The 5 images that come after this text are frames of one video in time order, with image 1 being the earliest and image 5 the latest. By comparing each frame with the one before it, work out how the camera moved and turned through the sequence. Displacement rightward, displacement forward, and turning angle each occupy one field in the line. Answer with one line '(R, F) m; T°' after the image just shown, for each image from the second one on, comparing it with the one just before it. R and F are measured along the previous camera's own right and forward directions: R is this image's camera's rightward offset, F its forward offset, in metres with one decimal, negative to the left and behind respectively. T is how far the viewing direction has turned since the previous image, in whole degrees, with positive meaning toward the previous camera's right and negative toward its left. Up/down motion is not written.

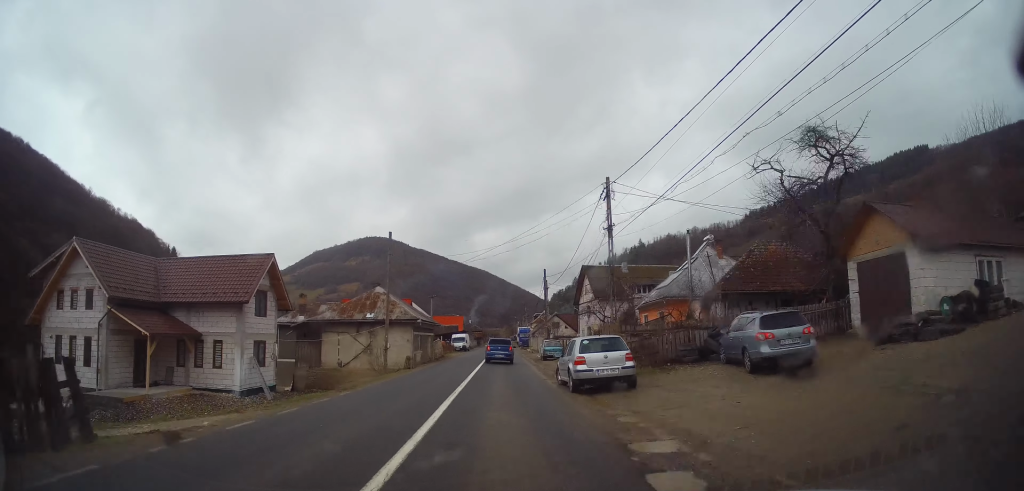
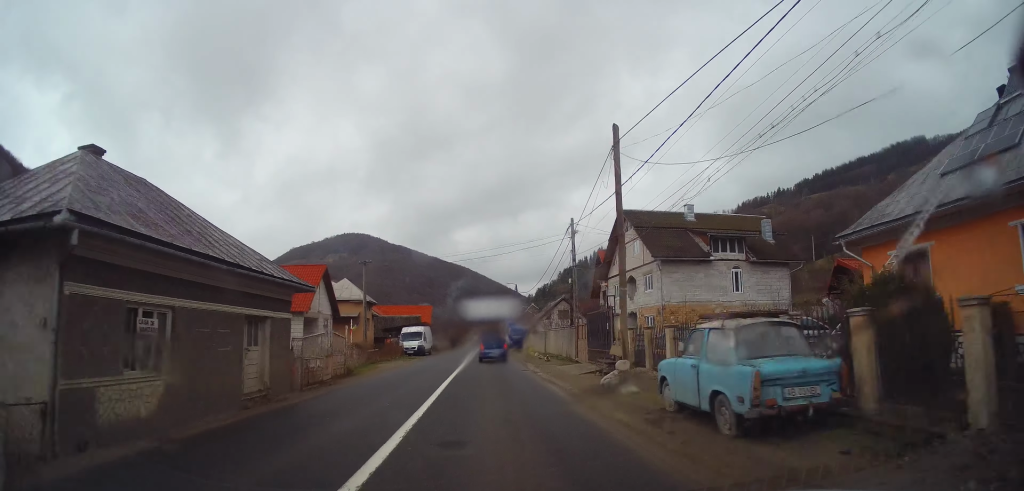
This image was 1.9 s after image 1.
(+0.6, +29.5) m; +1°
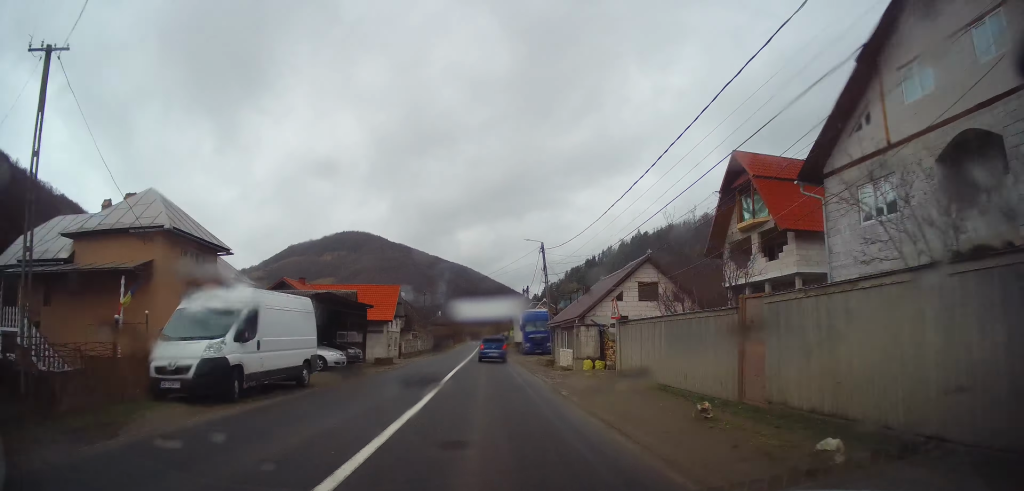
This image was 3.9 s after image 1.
(-0.5, +32.5) m; -1°
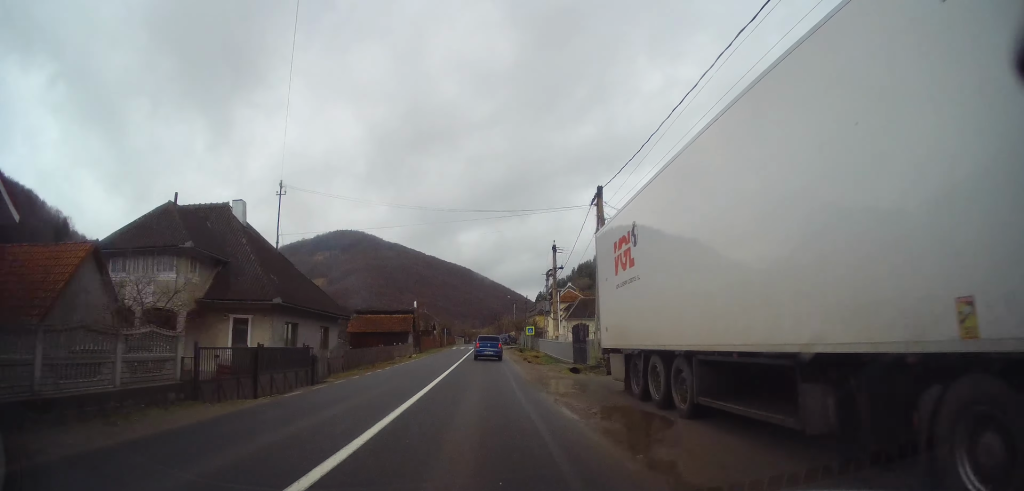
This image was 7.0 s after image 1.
(+0.6, +48.9) m; +1°
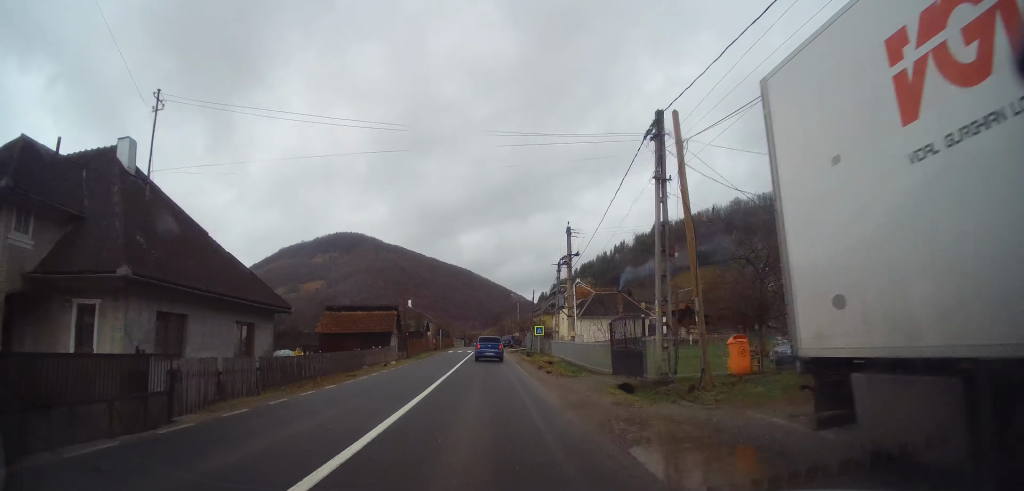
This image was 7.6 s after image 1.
(-0.1, +9.0) m; 0°
